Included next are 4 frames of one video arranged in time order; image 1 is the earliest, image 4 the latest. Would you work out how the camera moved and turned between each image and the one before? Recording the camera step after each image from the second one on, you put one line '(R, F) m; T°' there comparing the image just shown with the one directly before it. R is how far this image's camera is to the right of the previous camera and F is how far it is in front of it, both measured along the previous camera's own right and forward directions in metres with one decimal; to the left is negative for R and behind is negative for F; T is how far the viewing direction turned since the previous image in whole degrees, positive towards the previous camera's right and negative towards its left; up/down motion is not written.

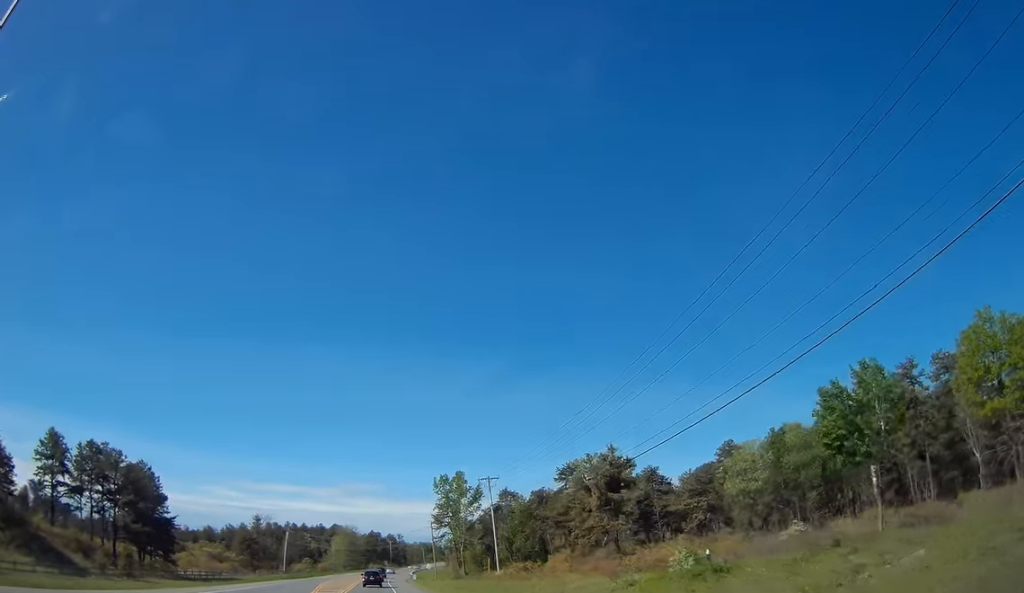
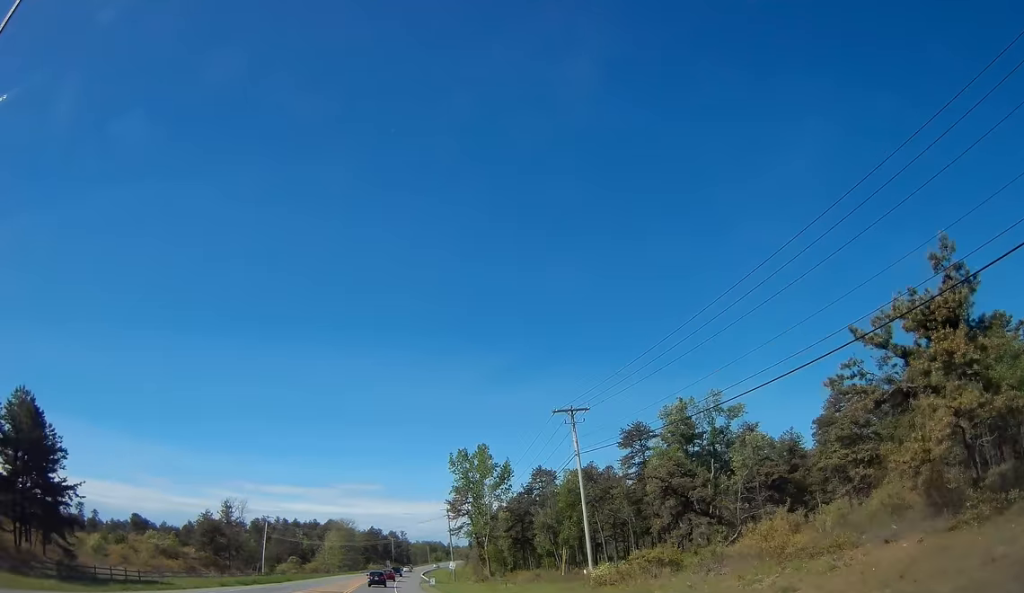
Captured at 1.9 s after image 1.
(0.0, +30.5) m; 0°
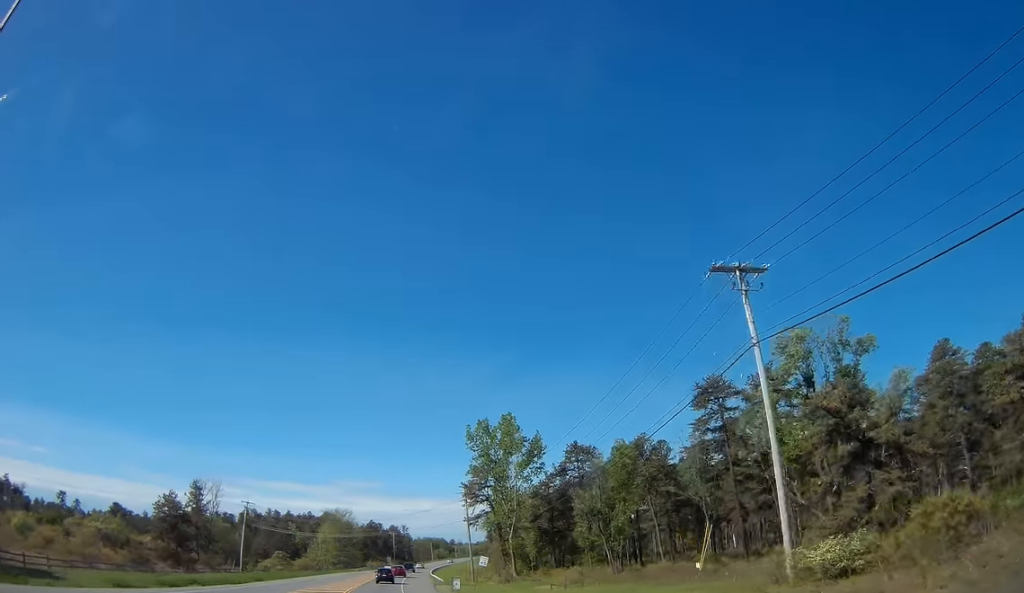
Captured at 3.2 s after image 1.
(0.0, +21.1) m; 0°
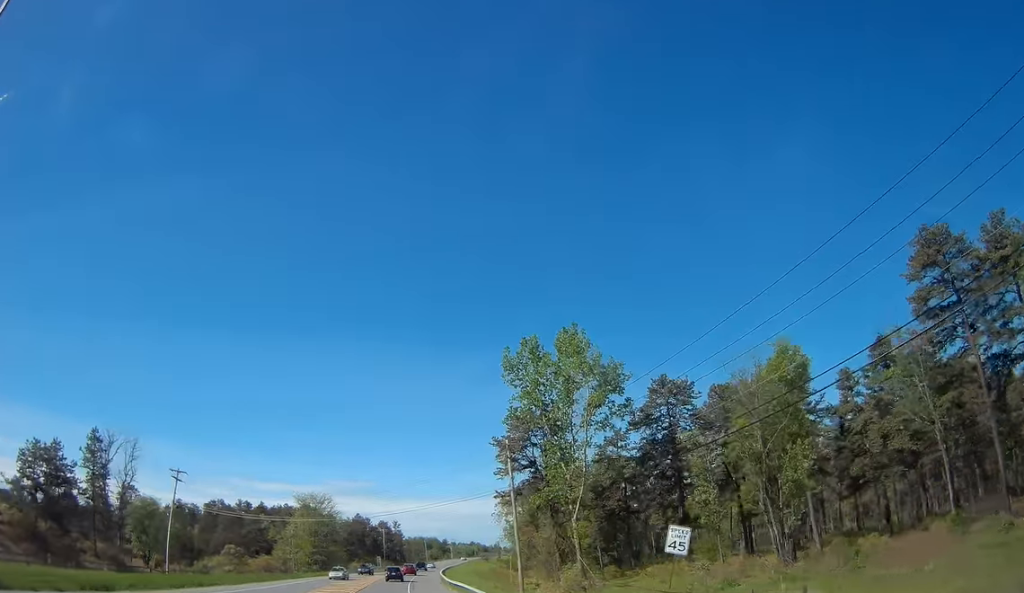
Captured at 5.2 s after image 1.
(+0.3, +34.5) m; +1°
